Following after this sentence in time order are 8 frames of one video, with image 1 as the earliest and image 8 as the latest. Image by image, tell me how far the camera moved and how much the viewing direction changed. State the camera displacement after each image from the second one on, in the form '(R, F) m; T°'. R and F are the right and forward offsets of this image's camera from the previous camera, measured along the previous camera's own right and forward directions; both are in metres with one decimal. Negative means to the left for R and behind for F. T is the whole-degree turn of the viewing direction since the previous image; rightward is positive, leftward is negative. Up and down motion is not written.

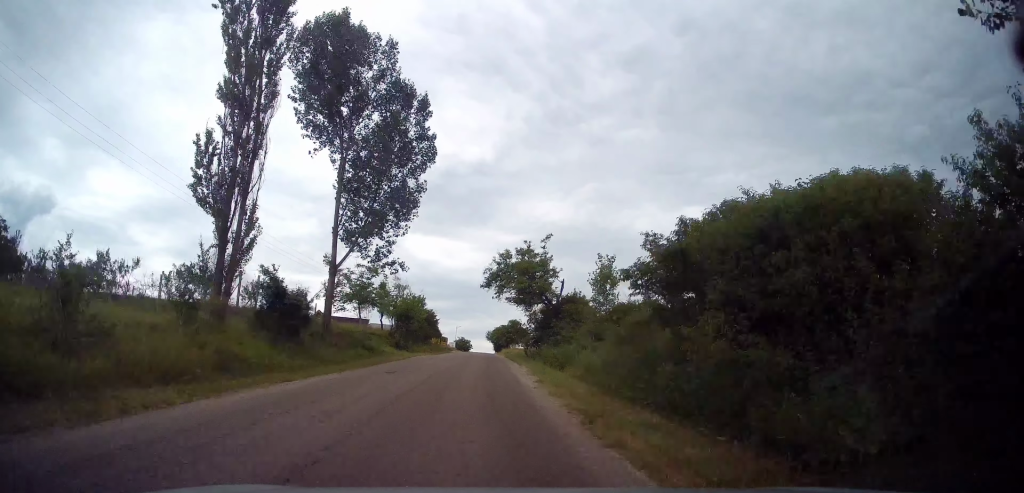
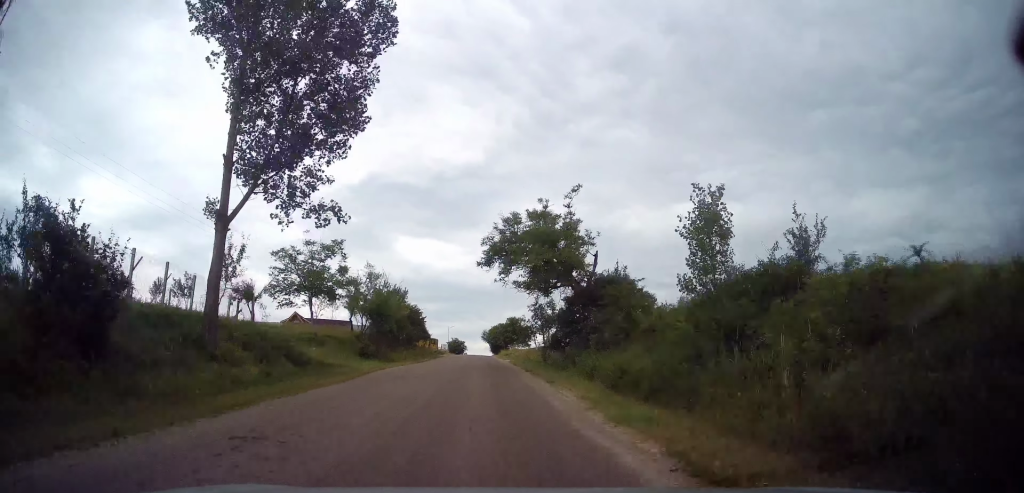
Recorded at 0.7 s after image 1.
(0.0, +8.5) m; 0°
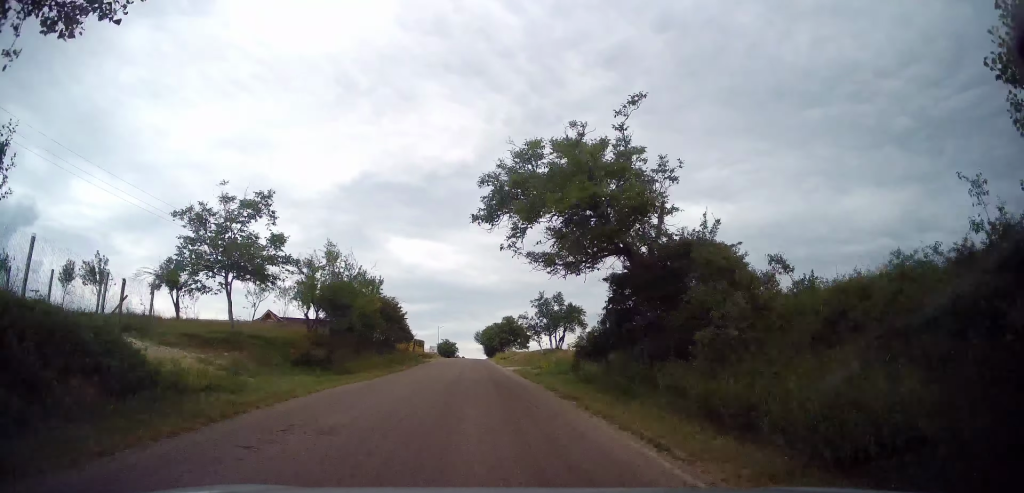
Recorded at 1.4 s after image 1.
(-0.1, +7.2) m; 0°
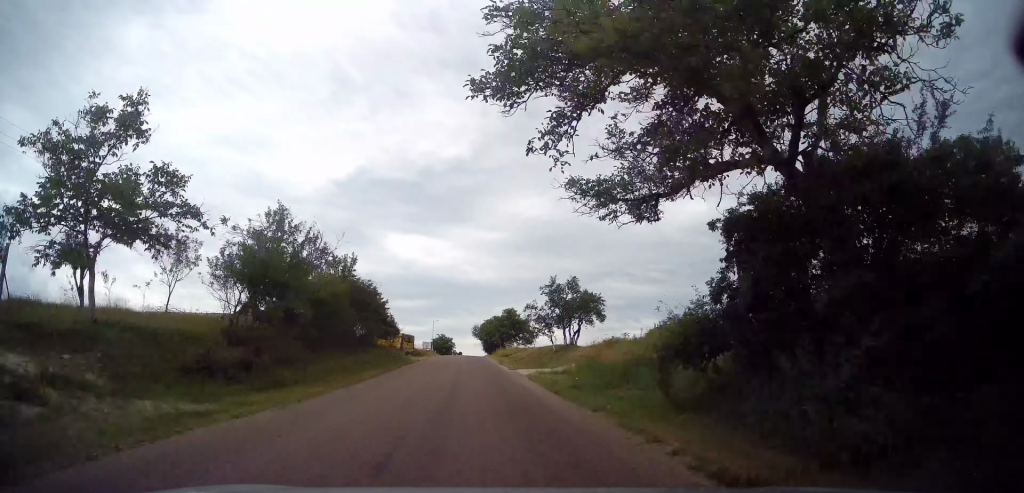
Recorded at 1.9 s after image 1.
(0.0, +5.8) m; +1°
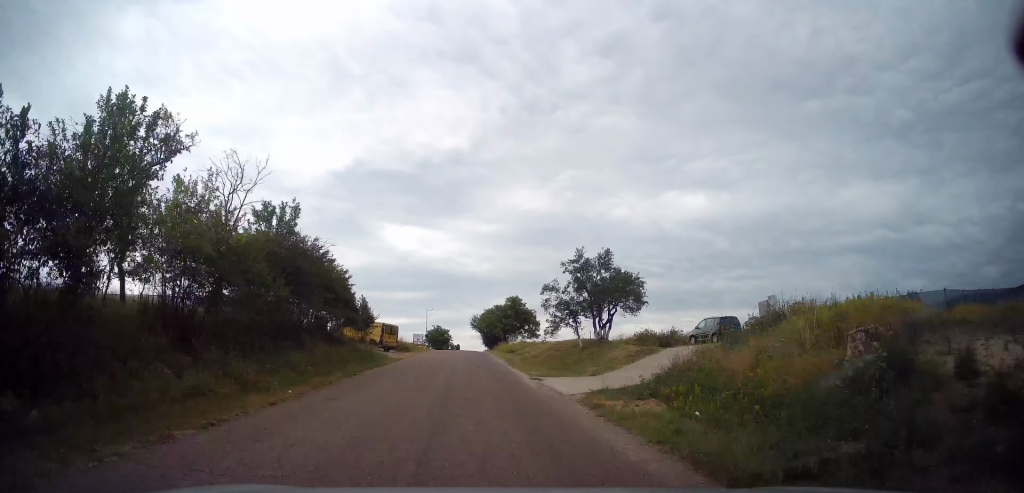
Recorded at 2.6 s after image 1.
(0.0, +7.8) m; -3°
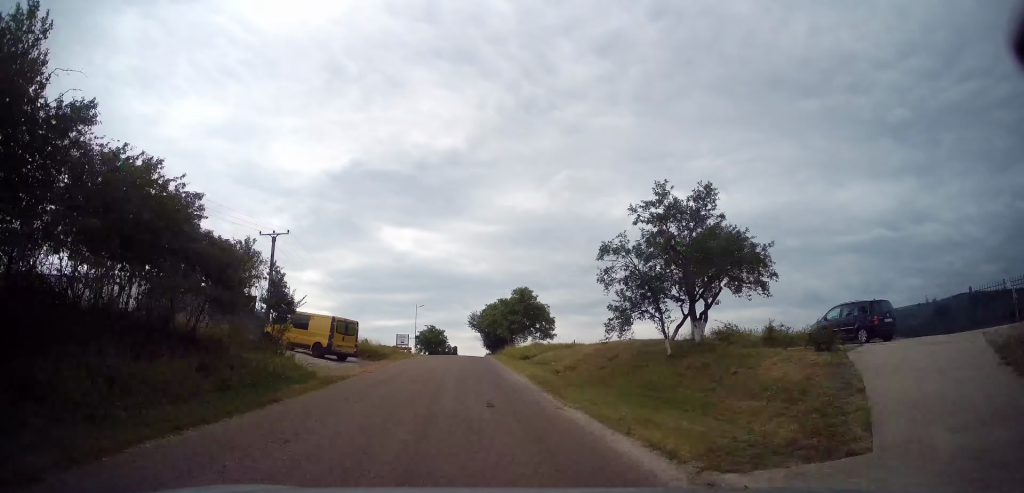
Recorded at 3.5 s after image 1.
(-0.3, +11.8) m; -5°
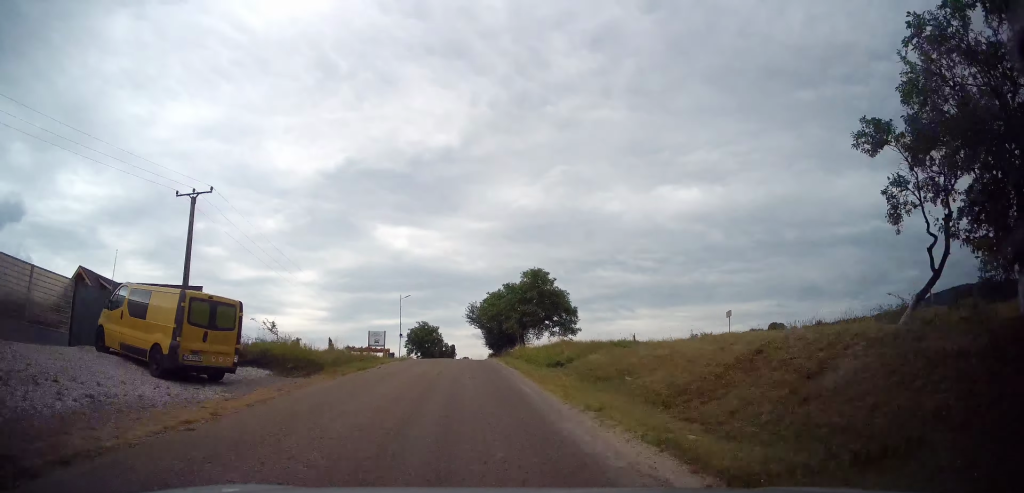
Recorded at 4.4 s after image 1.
(-1.9, +12.7) m; +10°
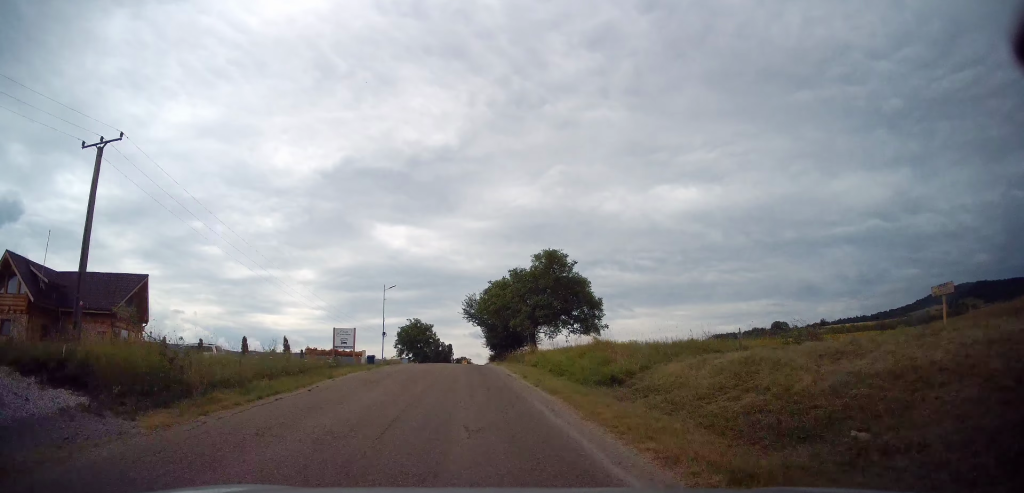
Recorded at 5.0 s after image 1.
(+3.2, +9.3) m; +6°
